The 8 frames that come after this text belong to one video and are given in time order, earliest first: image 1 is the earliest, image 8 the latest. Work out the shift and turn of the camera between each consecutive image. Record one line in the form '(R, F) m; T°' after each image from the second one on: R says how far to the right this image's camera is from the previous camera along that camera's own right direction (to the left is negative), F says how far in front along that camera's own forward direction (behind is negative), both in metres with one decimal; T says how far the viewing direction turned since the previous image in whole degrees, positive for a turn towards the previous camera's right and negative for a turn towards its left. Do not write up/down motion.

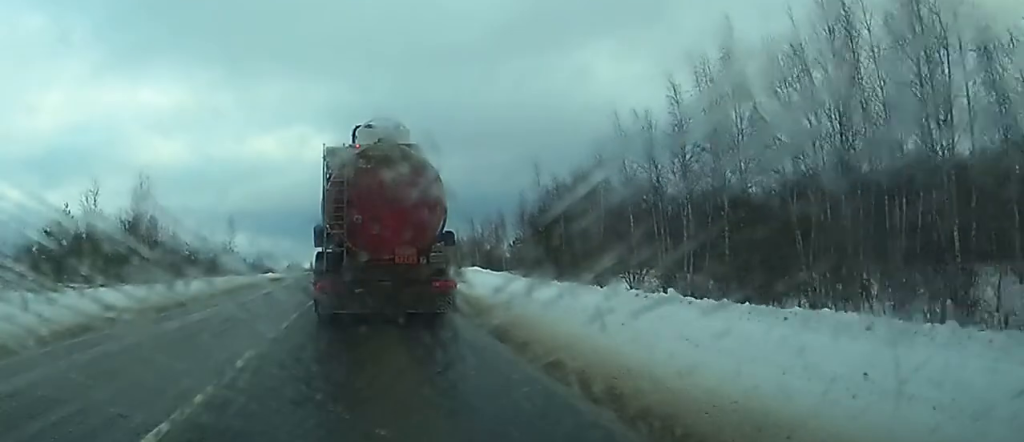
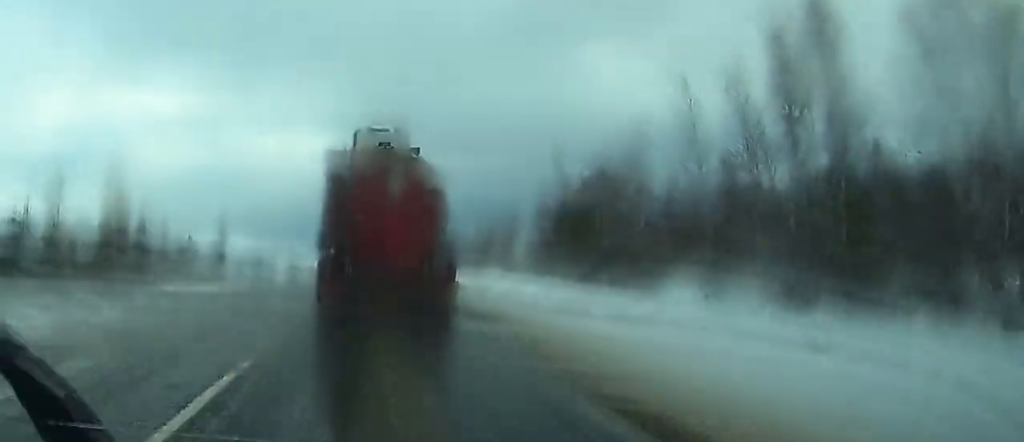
(0.0, +9.8) m; 0°
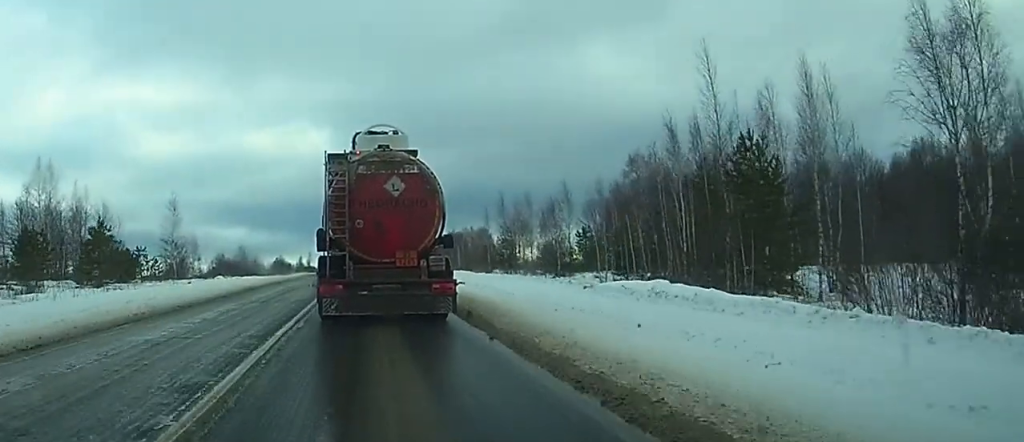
(0.0, +34.9) m; 0°
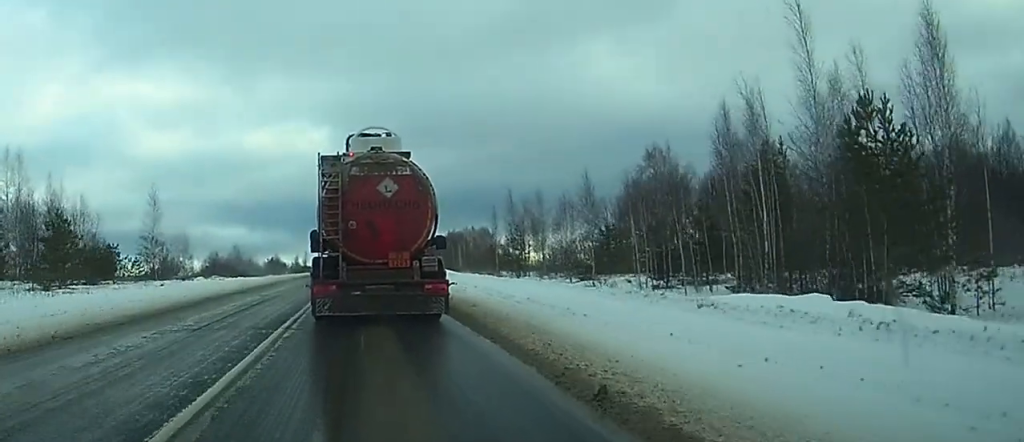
(0.0, +9.8) m; 0°
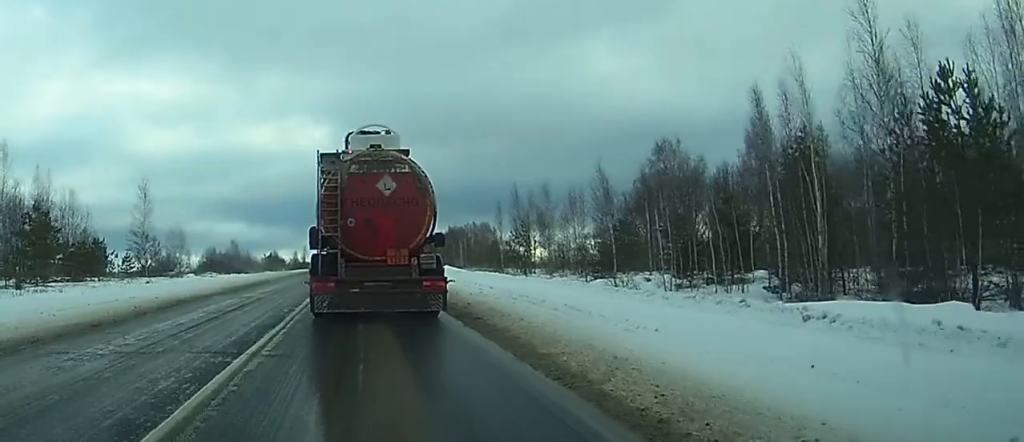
(0.0, +4.5) m; 0°
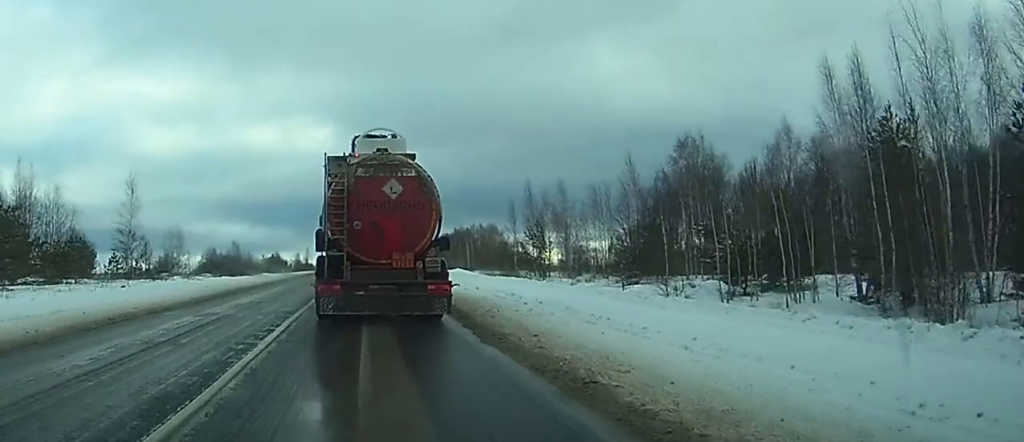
(0.0, +7.6) m; 0°
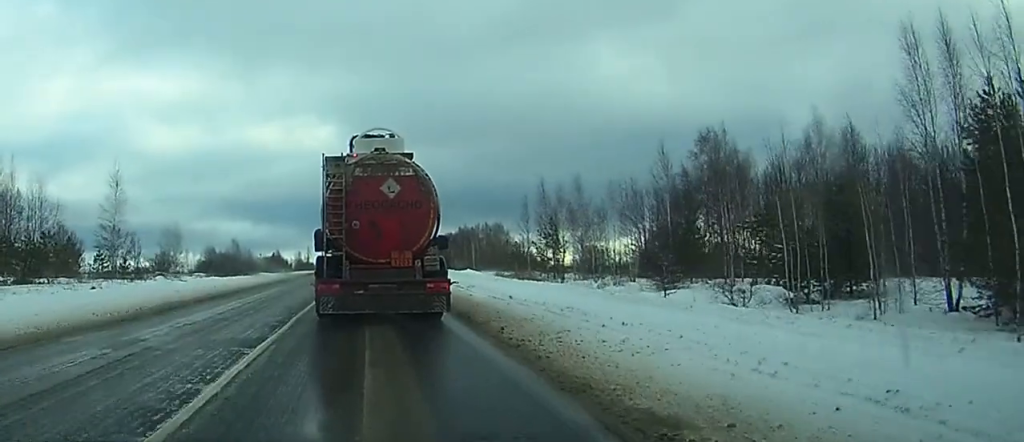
(0.0, +6.9) m; 0°
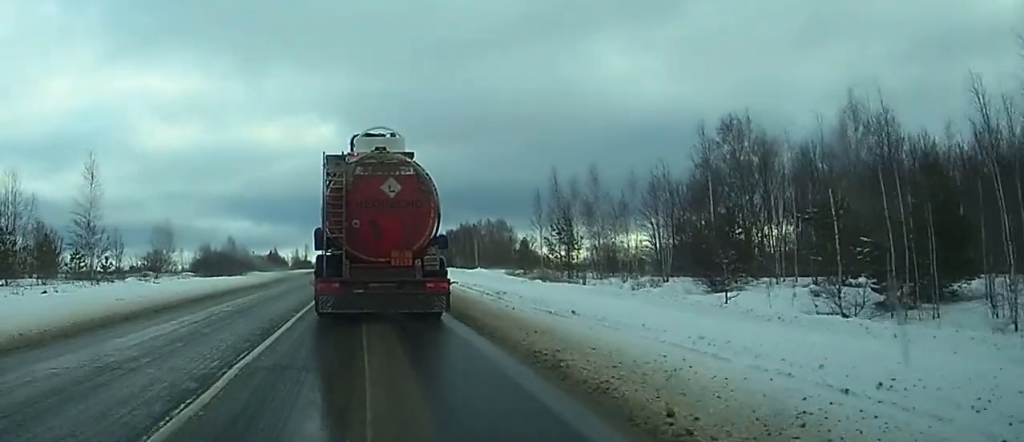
(0.0, +7.7) m; 0°
